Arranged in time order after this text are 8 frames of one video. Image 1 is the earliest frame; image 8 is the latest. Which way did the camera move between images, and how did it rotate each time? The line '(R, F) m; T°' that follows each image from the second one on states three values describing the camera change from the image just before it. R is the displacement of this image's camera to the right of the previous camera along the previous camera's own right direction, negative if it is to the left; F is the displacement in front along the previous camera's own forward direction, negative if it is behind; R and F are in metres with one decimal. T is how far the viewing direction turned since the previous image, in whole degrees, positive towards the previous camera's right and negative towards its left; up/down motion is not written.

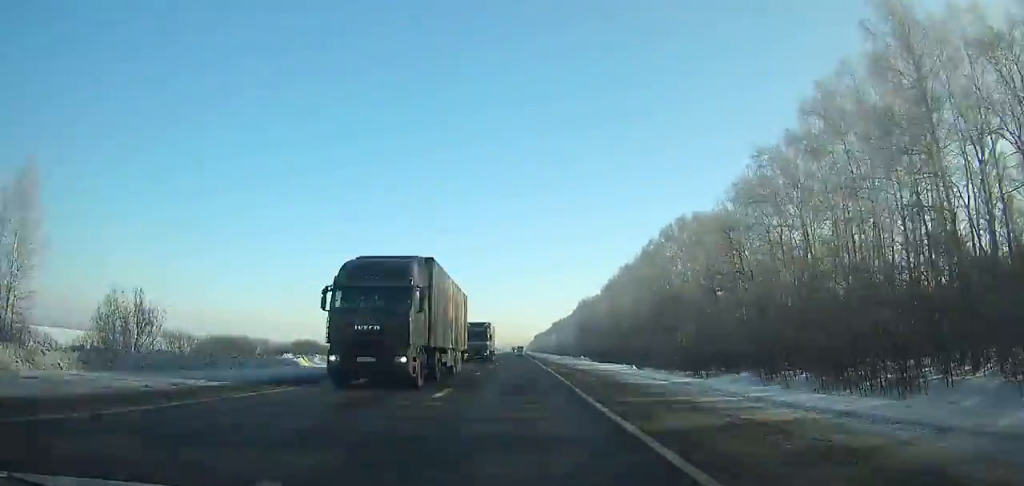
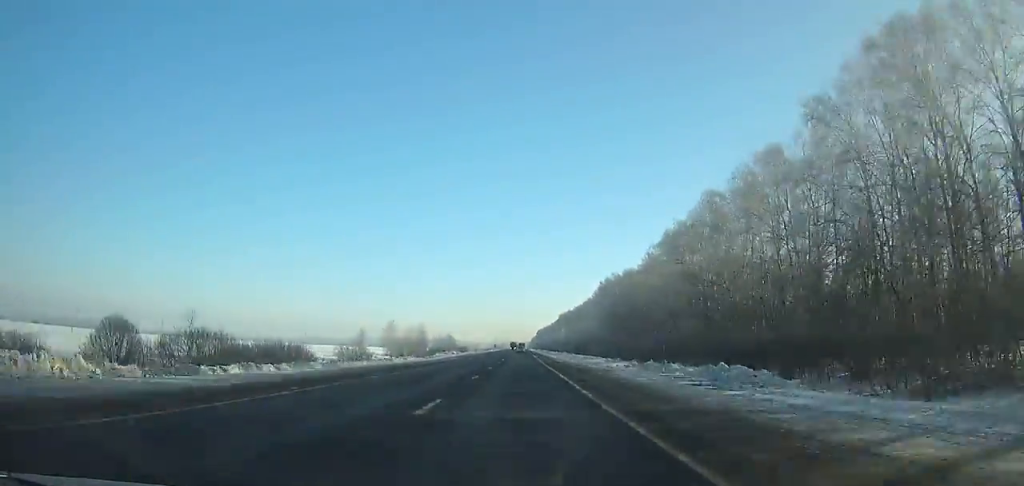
(-0.4, +74.0) m; 0°
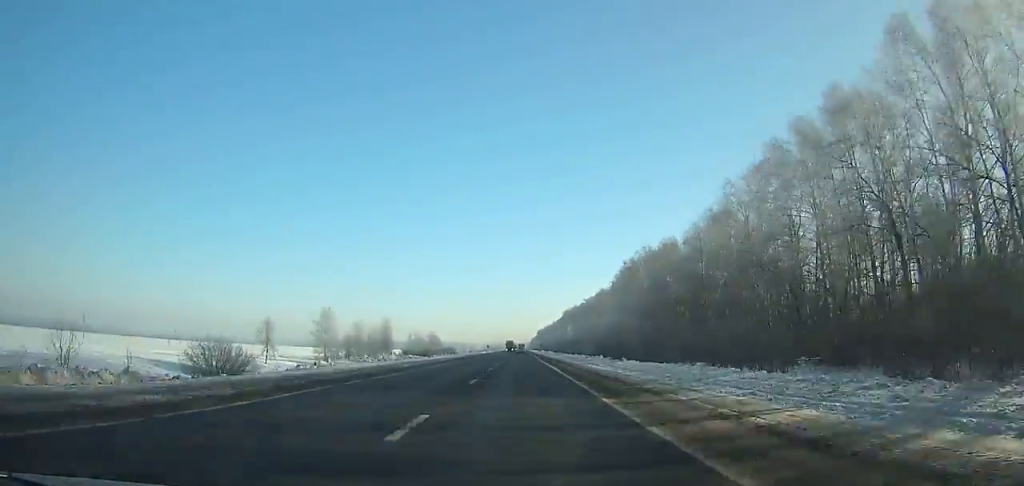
(+0.1, +51.0) m; 0°
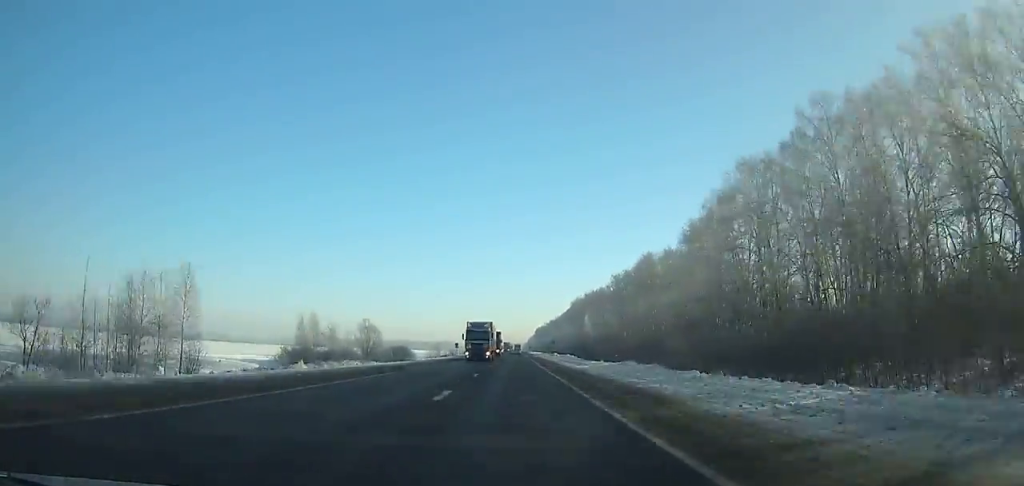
(0.0, +90.6) m; 0°
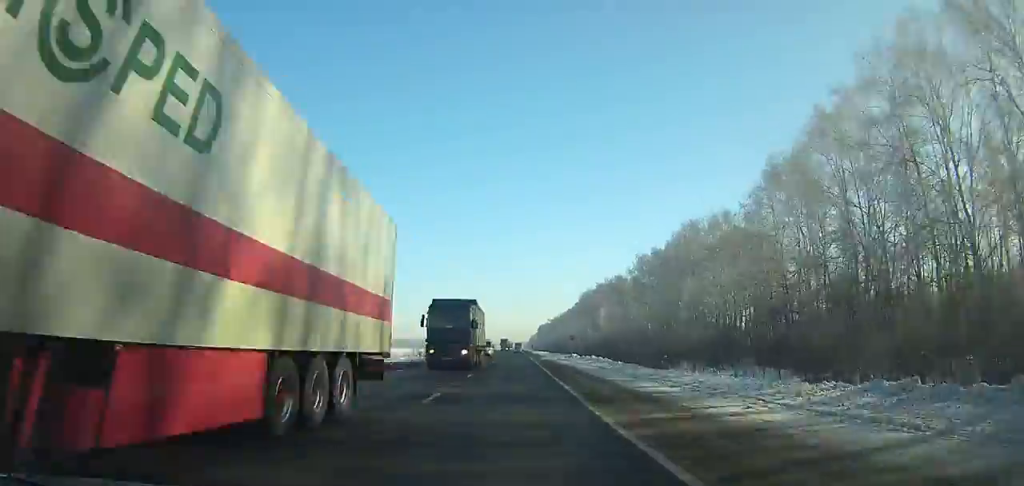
(0.0, +36.8) m; 0°
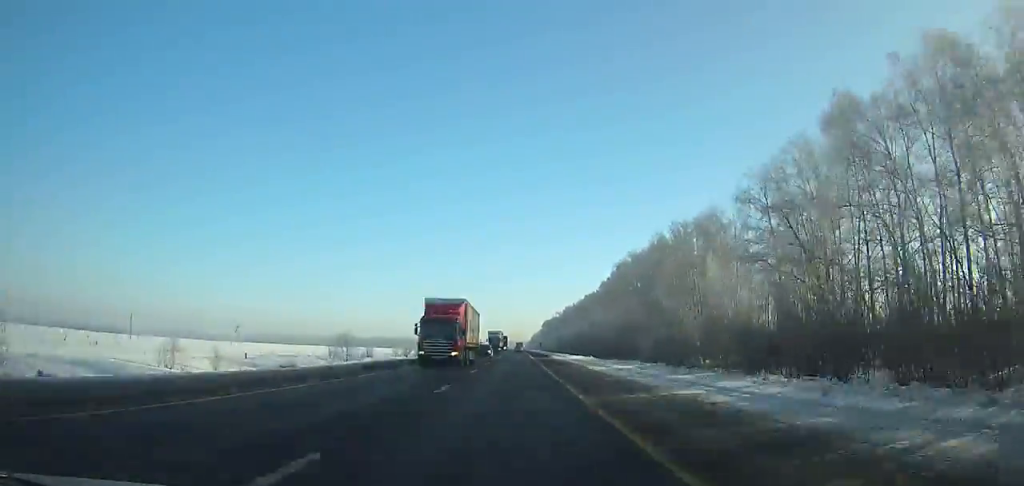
(-0.2, +94.0) m; 0°
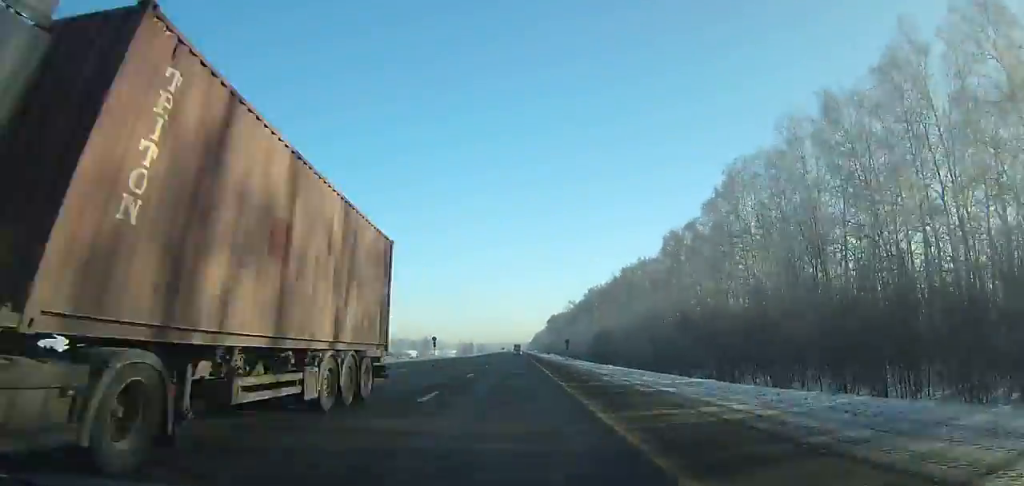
(0.0, +97.4) m; 0°
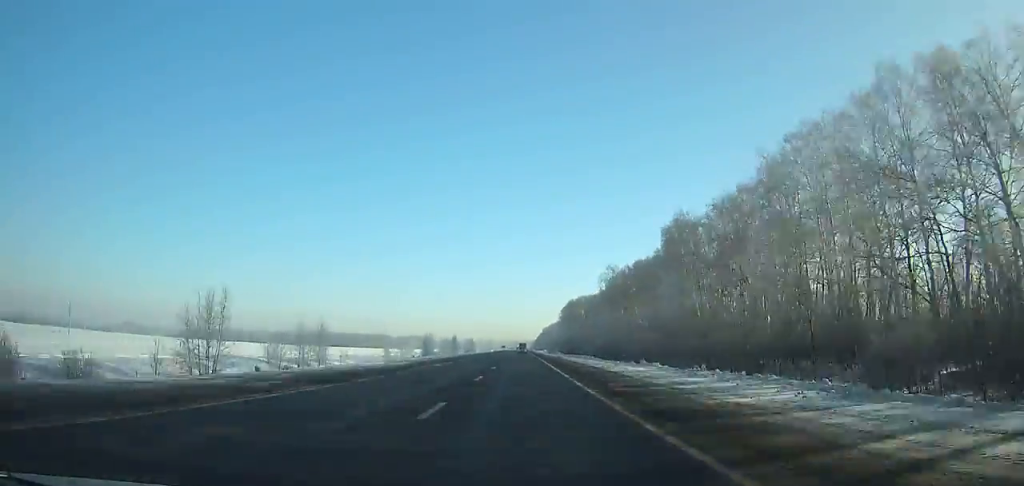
(+0.3, +109.1) m; 0°
